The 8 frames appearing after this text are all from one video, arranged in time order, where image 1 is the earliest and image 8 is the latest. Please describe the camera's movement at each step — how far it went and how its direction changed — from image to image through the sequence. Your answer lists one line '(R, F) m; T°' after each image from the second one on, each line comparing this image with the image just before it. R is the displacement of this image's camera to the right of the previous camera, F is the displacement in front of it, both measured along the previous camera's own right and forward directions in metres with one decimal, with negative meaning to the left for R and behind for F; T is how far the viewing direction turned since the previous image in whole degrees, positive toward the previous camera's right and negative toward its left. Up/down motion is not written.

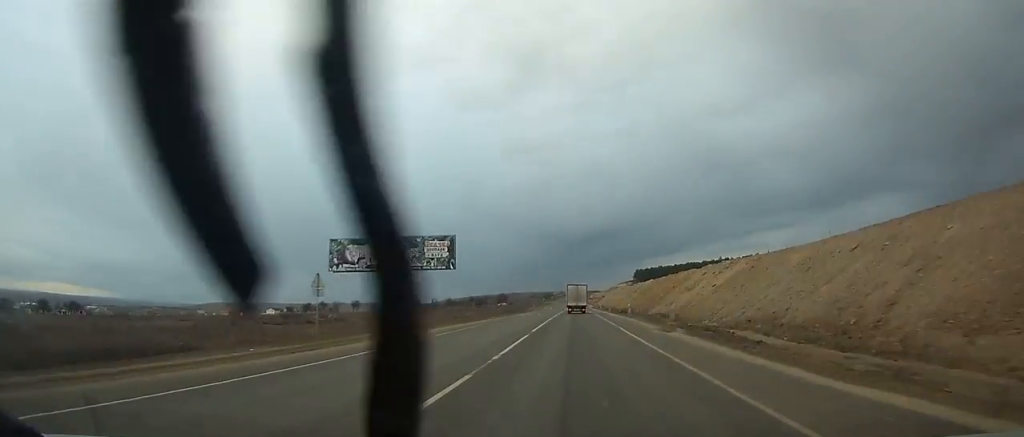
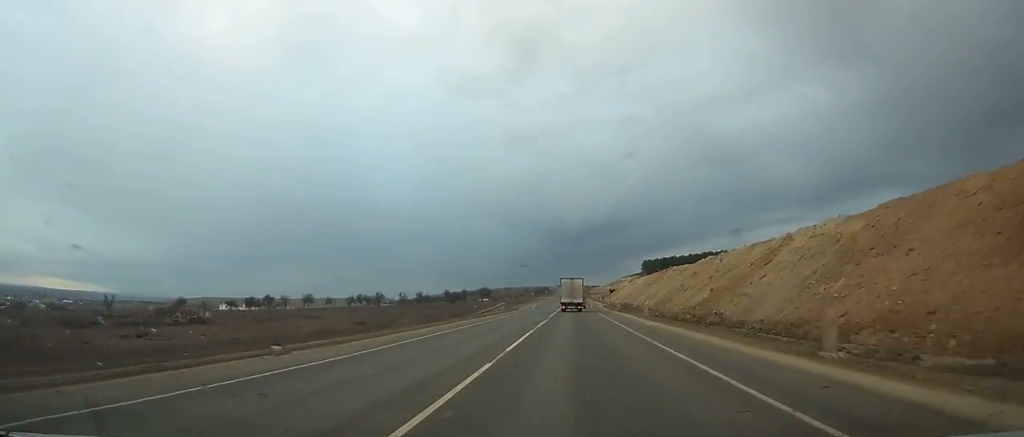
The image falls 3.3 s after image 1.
(-0.2, +66.9) m; 0°
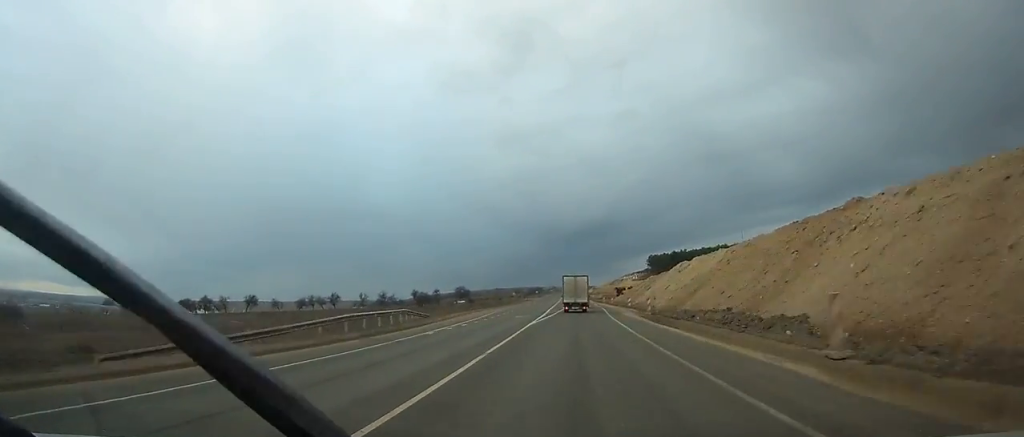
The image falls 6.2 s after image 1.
(+0.2, +55.6) m; +1°
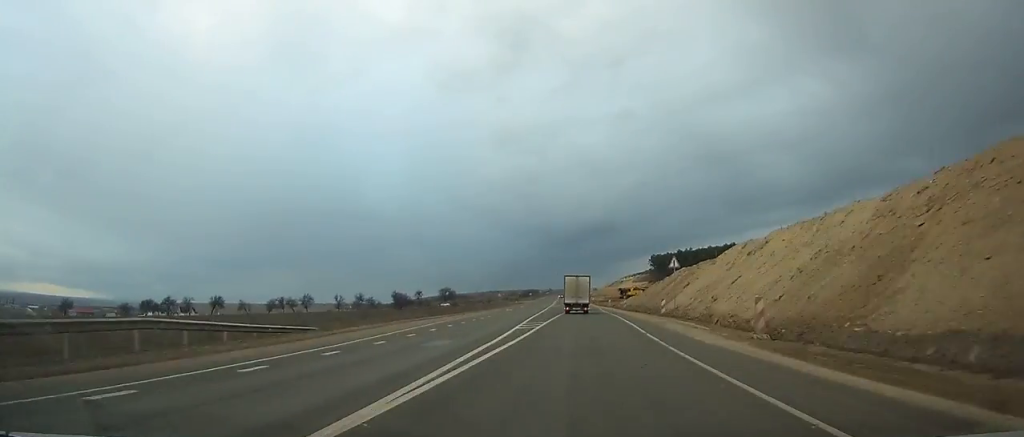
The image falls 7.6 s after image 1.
(+0.1, +26.0) m; 0°
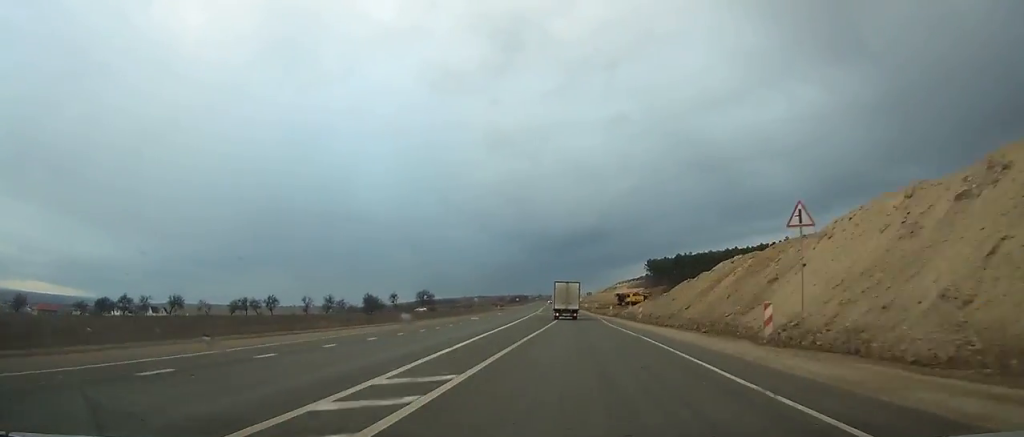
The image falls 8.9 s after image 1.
(+0.1, +23.6) m; 0°
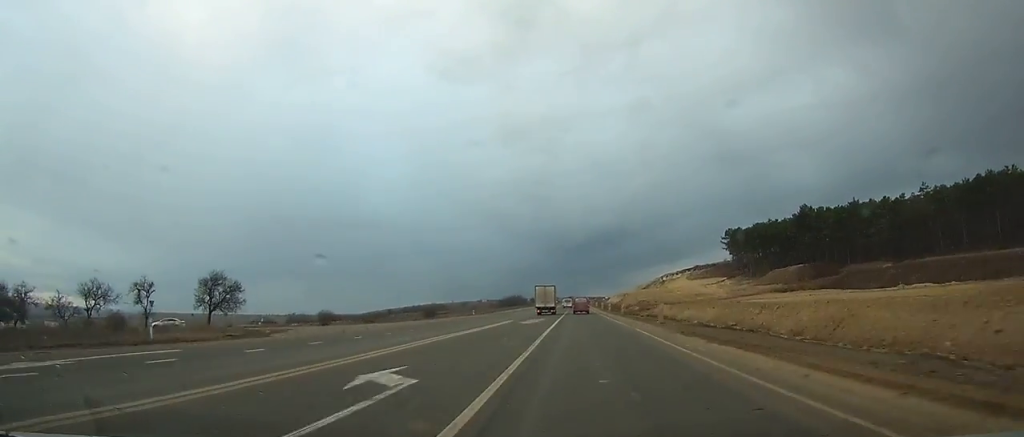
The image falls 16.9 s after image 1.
(-1.5, +143.8) m; -1°
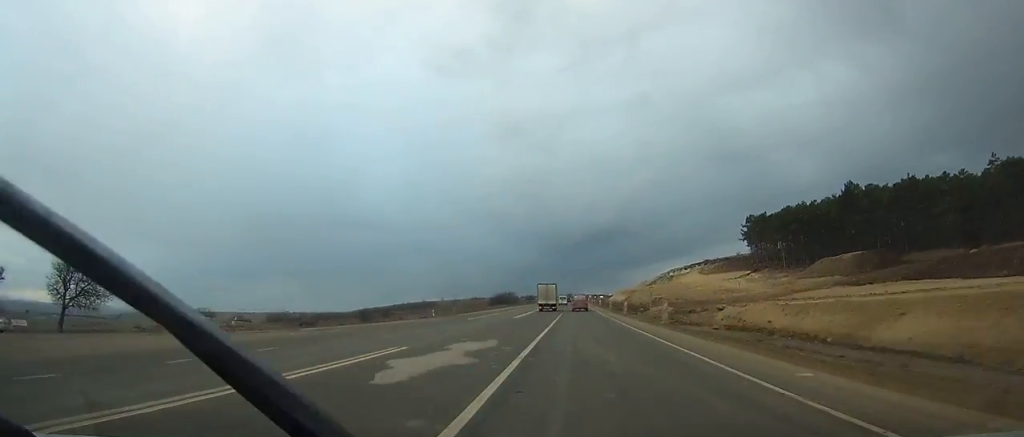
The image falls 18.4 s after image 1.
(0.0, +27.4) m; 0°
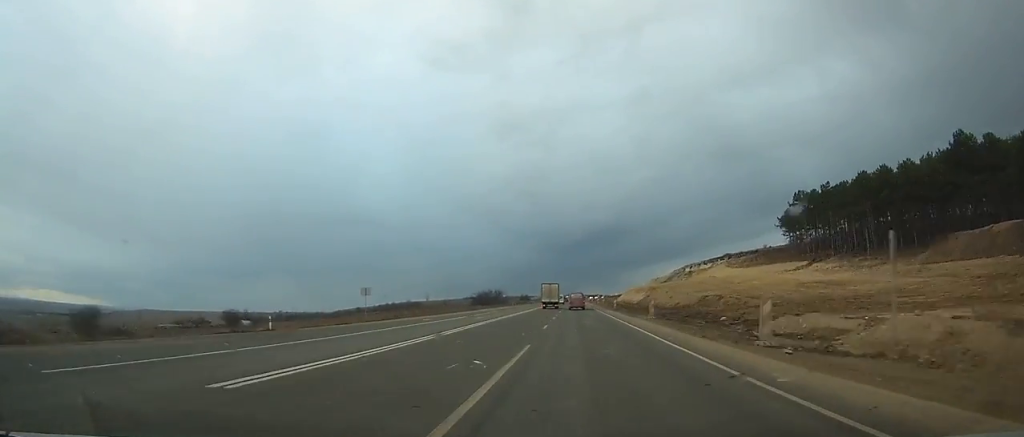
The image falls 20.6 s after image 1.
(0.0, +40.3) m; 0°
